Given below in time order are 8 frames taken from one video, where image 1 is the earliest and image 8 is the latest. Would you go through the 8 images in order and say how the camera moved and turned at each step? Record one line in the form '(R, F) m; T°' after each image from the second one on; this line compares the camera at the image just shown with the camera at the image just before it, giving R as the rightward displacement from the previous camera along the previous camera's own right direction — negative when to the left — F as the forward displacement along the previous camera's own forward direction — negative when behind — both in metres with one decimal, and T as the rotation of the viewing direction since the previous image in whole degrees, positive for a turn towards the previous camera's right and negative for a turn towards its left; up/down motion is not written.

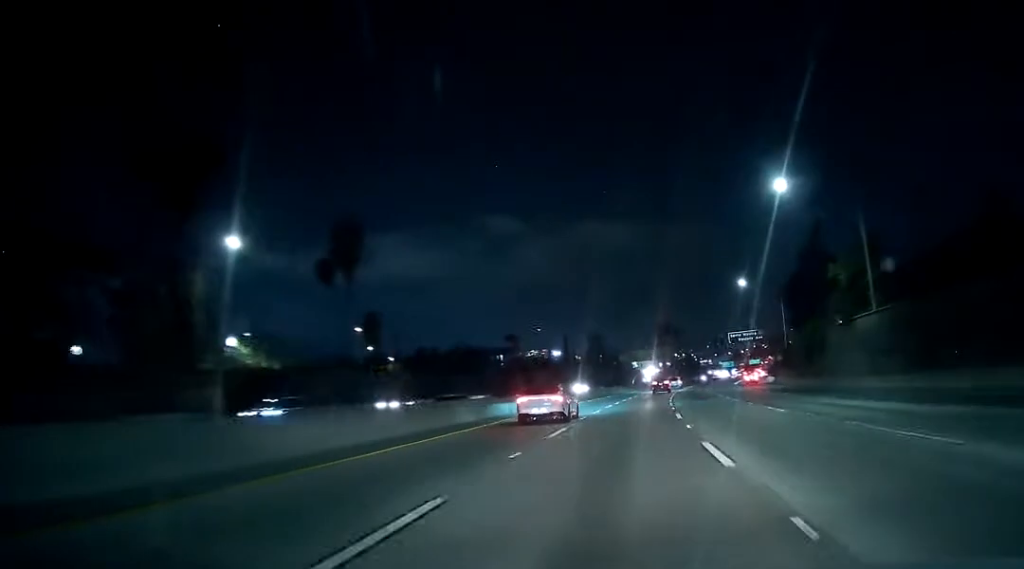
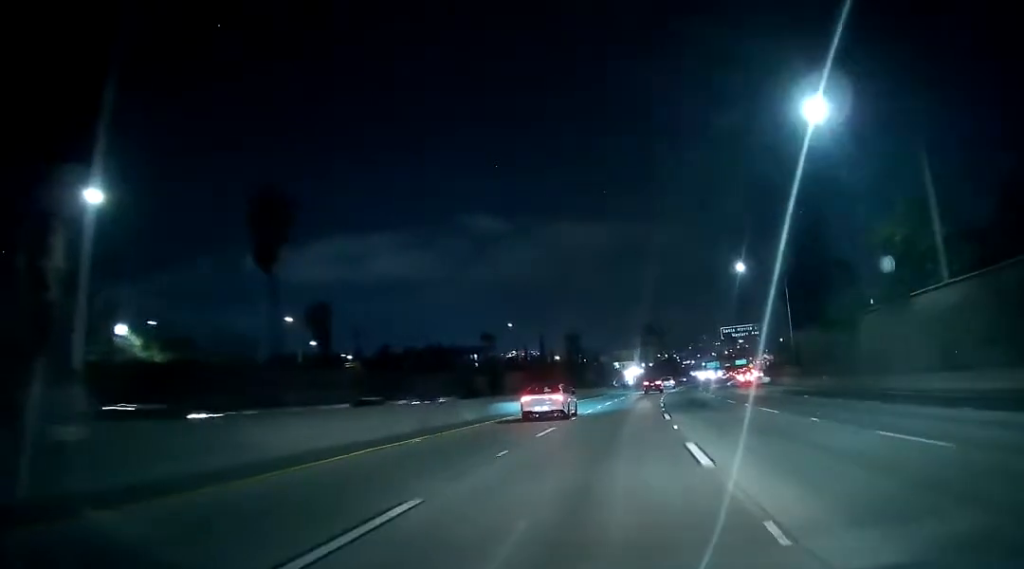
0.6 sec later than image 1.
(+0.5, +14.4) m; +2°
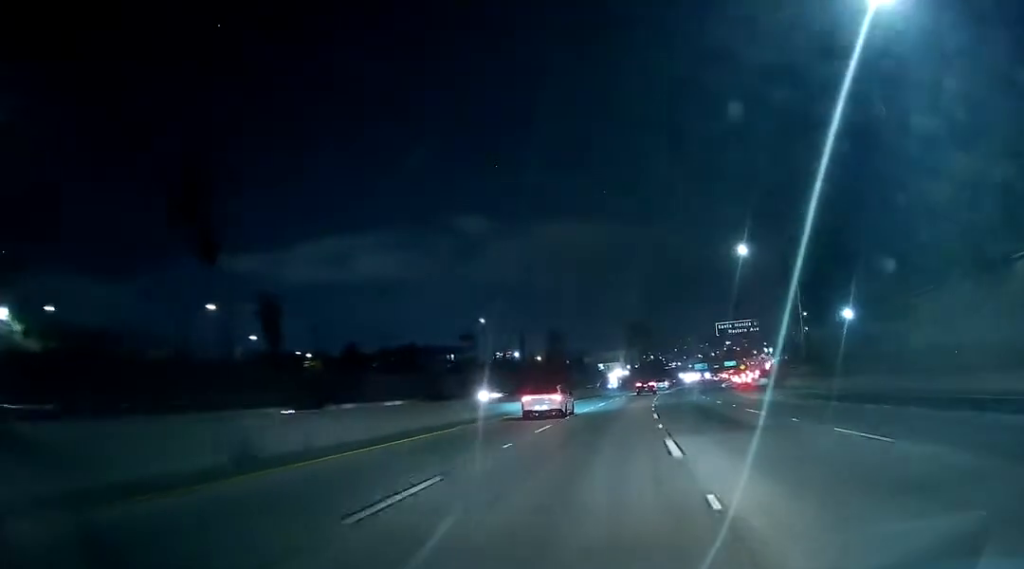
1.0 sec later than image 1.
(+0.1, +11.9) m; +1°
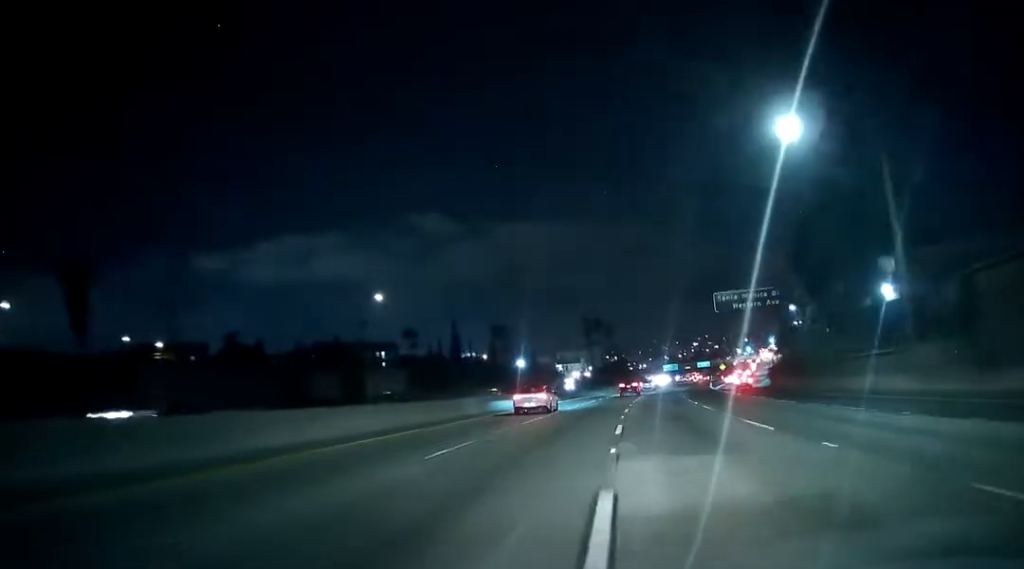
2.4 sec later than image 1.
(+0.6, +36.3) m; +1°
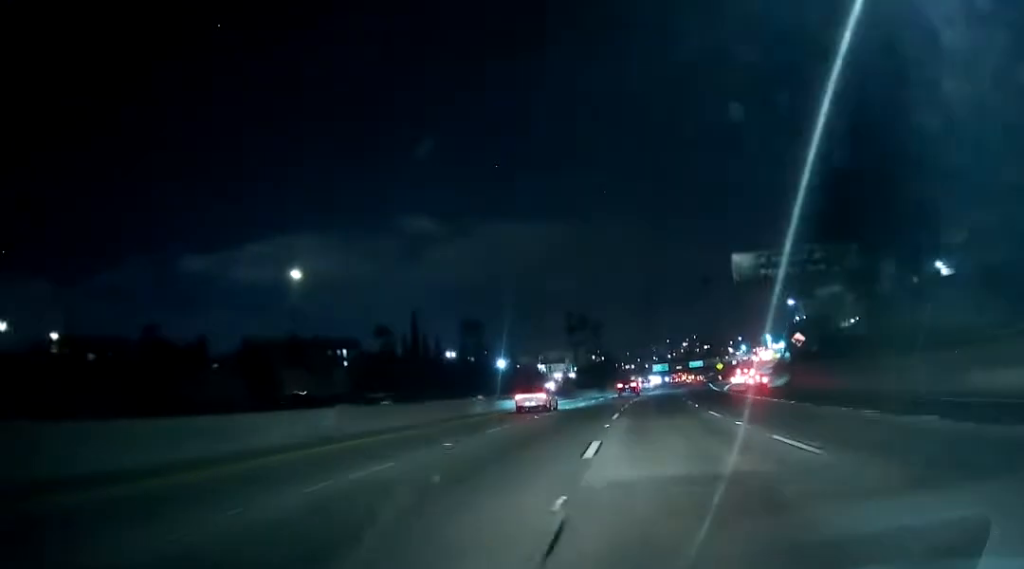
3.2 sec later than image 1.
(+0.1, +20.7) m; +1°
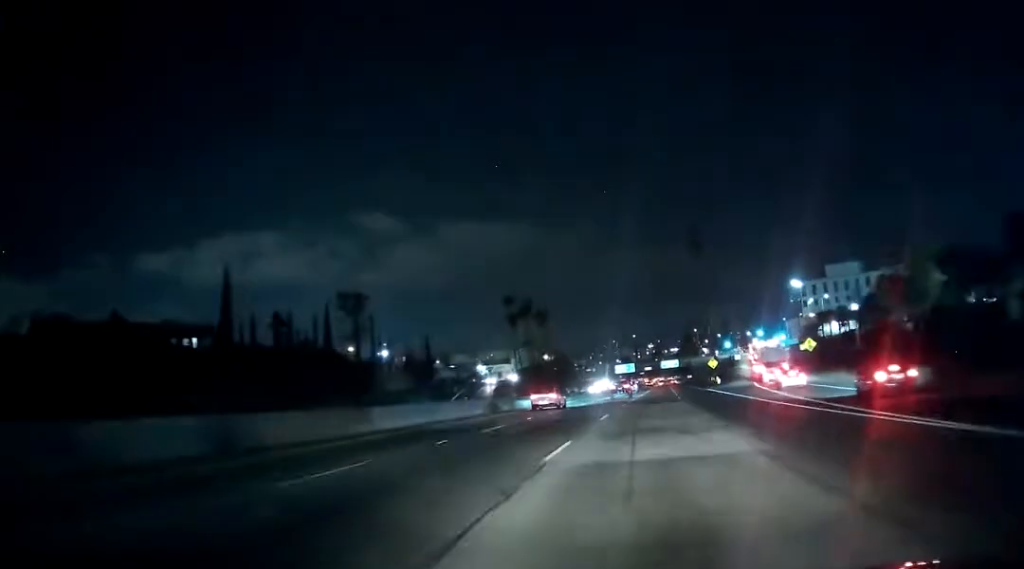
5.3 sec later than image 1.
(+1.8, +58.0) m; +4°
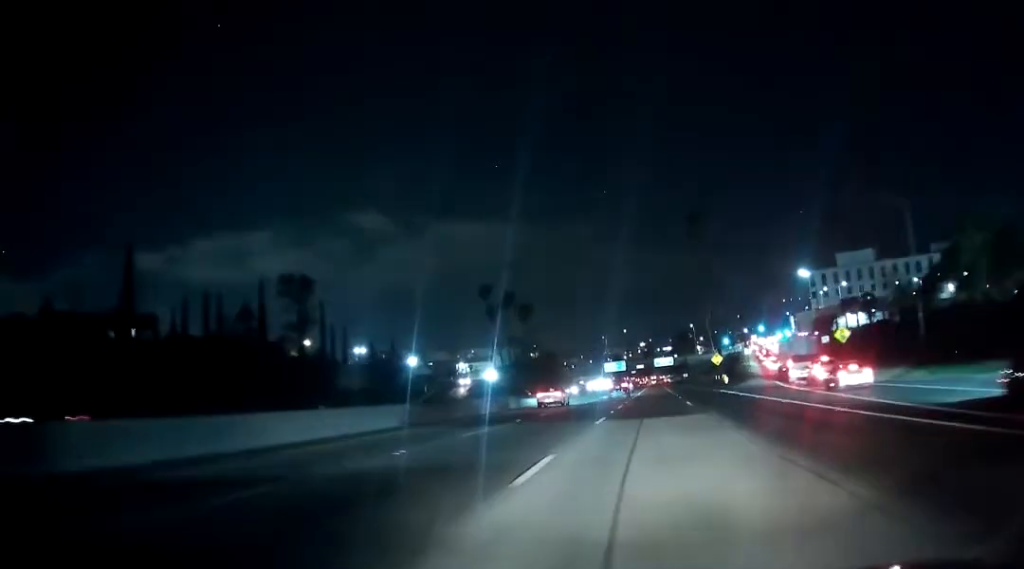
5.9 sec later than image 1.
(-0.1, +17.8) m; +1°
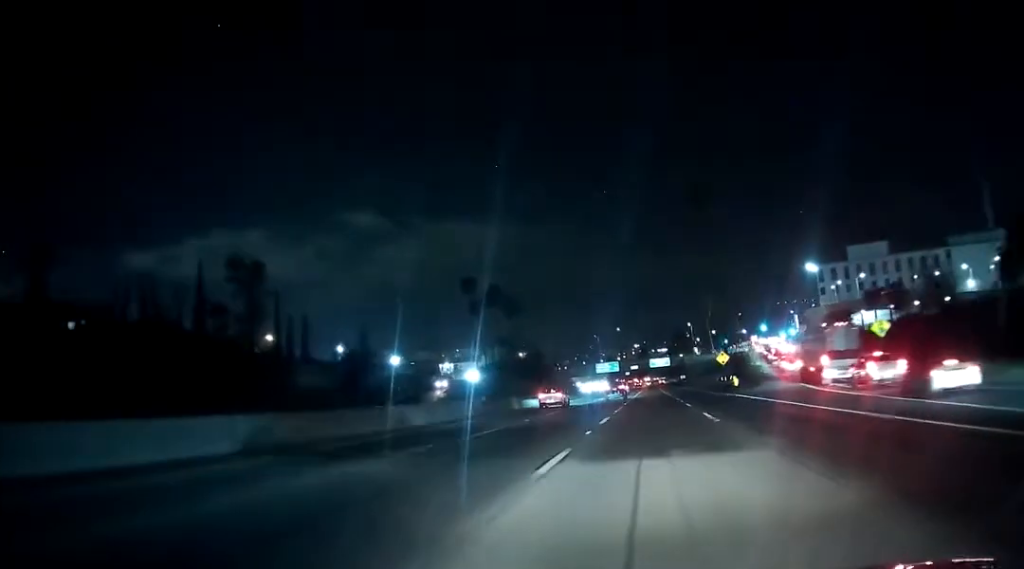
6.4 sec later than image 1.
(+0.3, +14.1) m; 0°
